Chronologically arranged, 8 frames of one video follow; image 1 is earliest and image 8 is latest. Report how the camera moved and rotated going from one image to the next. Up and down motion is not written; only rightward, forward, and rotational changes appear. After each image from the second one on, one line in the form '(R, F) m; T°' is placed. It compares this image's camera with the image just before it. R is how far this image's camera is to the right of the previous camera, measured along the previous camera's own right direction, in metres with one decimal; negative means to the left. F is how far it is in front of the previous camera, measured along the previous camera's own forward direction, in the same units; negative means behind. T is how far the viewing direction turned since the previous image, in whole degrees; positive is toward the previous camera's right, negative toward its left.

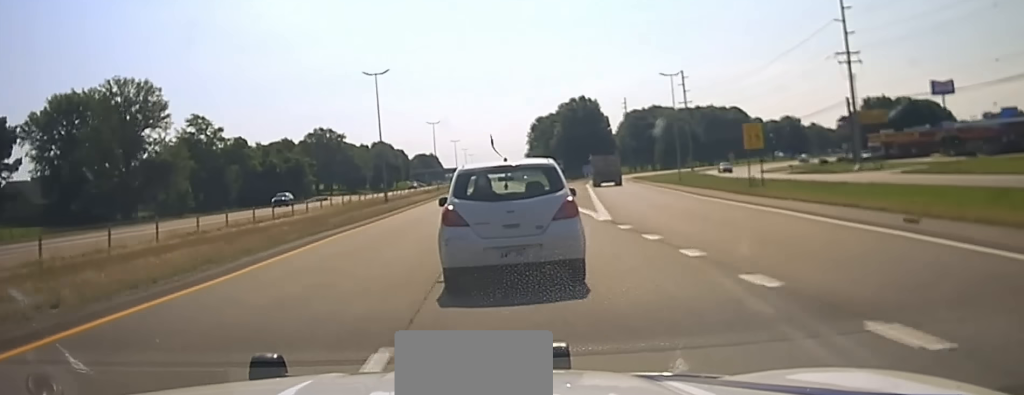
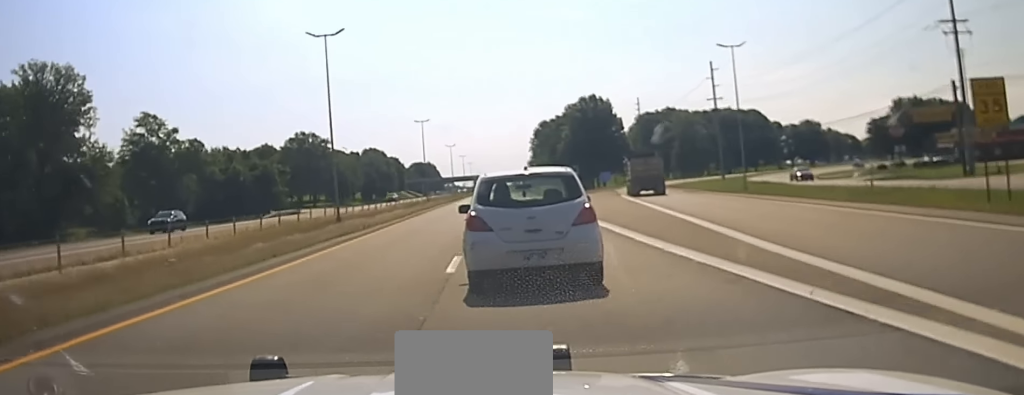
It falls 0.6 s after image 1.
(-0.2, +24.1) m; 0°
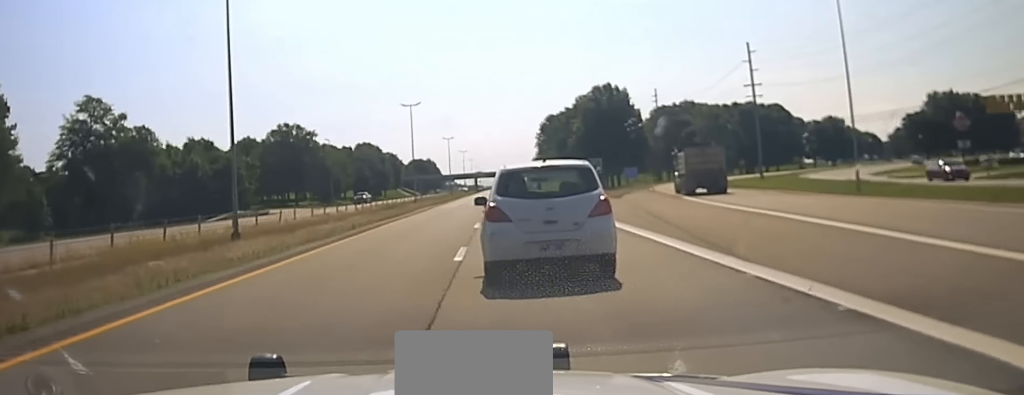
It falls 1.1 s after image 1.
(0.0, +23.0) m; 0°
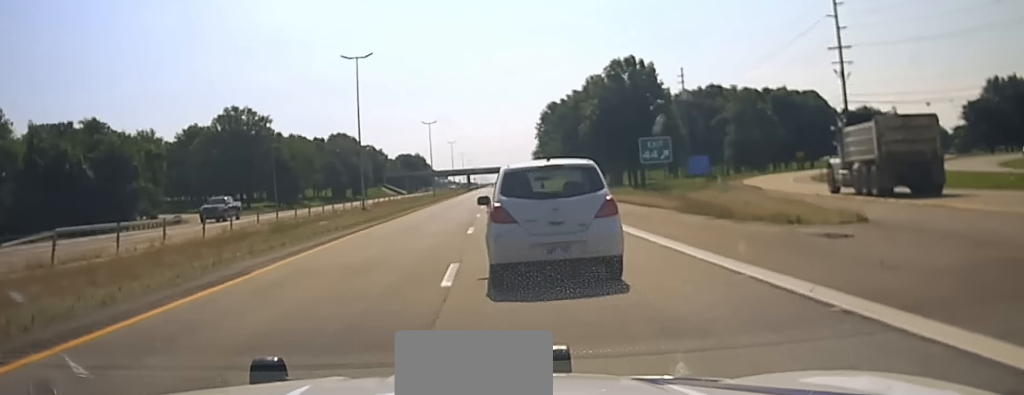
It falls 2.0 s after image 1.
(0.0, +39.3) m; 0°
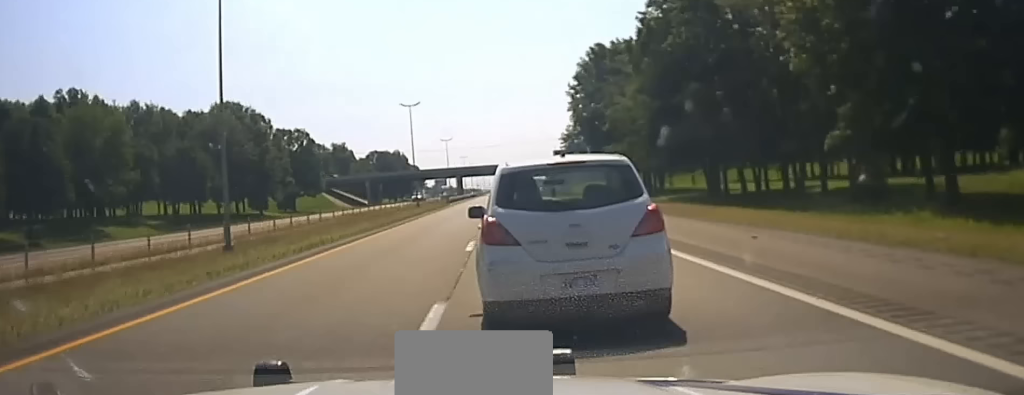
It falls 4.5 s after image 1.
(0.0, +112.5) m; 0°
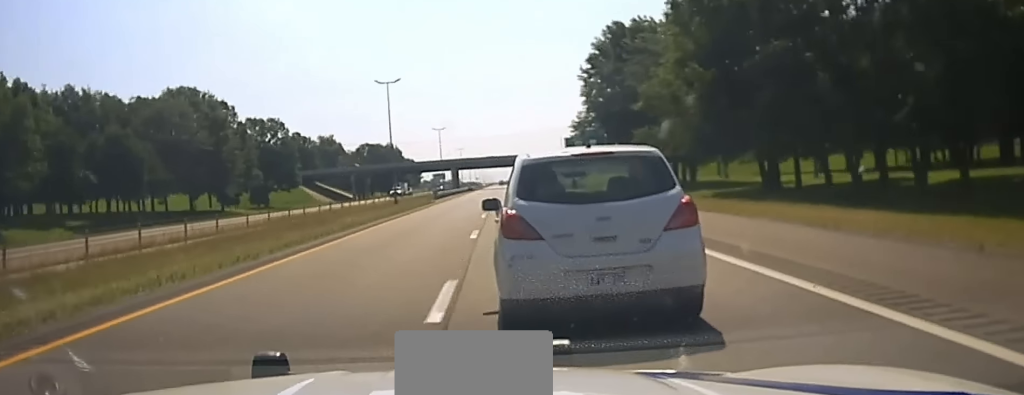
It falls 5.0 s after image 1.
(+0.1, +24.7) m; 0°
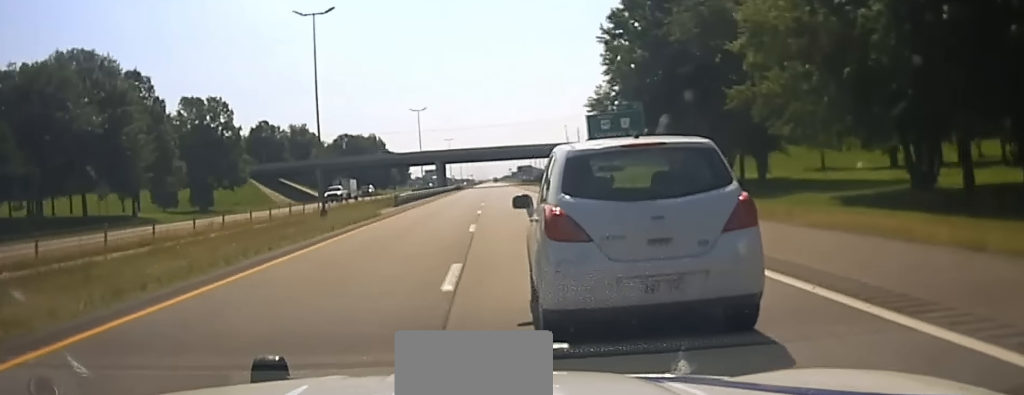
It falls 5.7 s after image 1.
(+0.2, +32.4) m; 0°
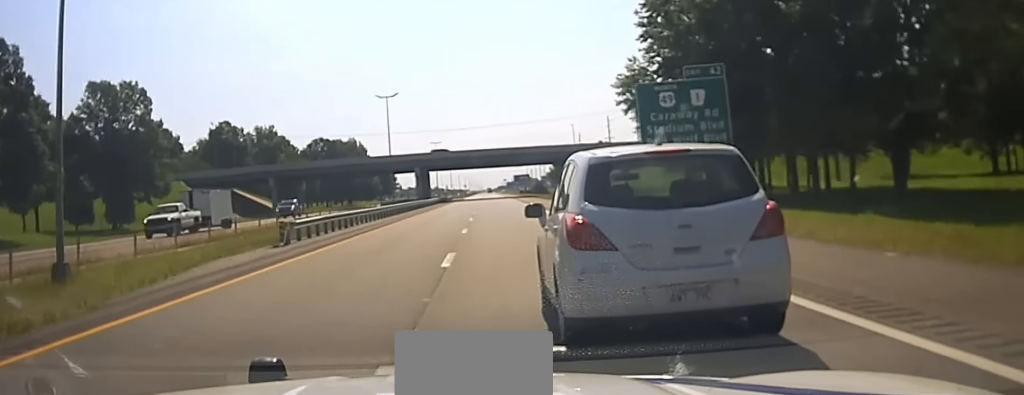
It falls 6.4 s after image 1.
(0.0, +33.5) m; 0°
